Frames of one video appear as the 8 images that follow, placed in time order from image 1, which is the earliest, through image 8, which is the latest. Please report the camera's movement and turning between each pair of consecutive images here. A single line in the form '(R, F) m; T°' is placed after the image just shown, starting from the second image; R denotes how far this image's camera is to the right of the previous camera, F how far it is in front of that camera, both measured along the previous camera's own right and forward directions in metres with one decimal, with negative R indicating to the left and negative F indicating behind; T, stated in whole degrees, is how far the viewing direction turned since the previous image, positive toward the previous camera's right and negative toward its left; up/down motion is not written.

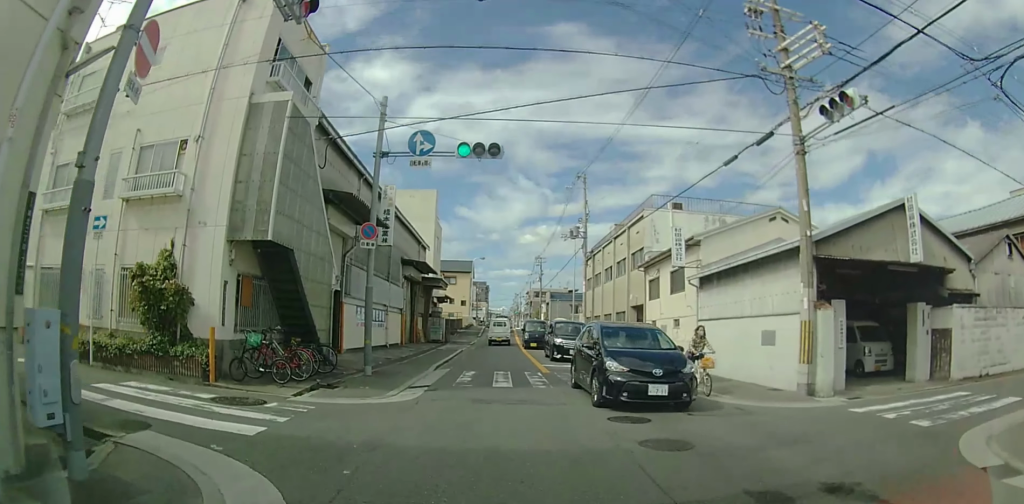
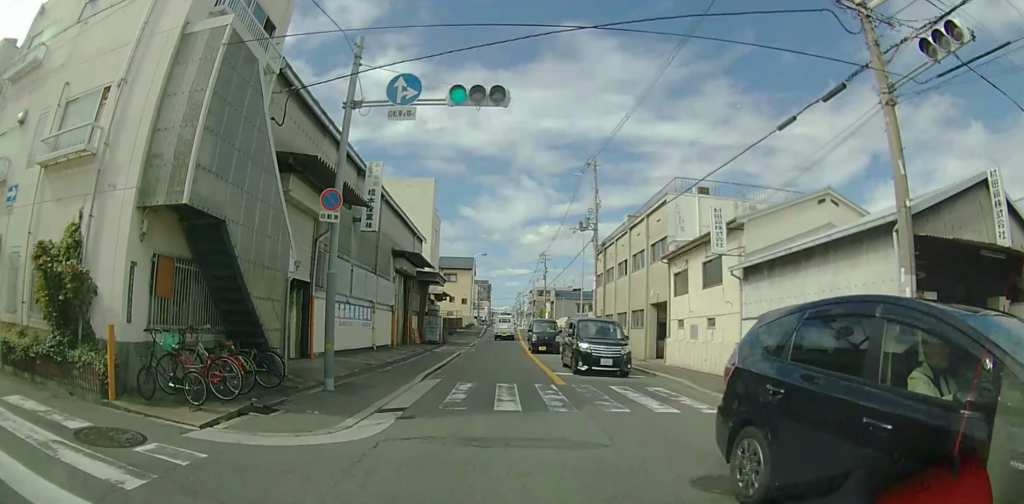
(0.0, +3.3) m; 0°
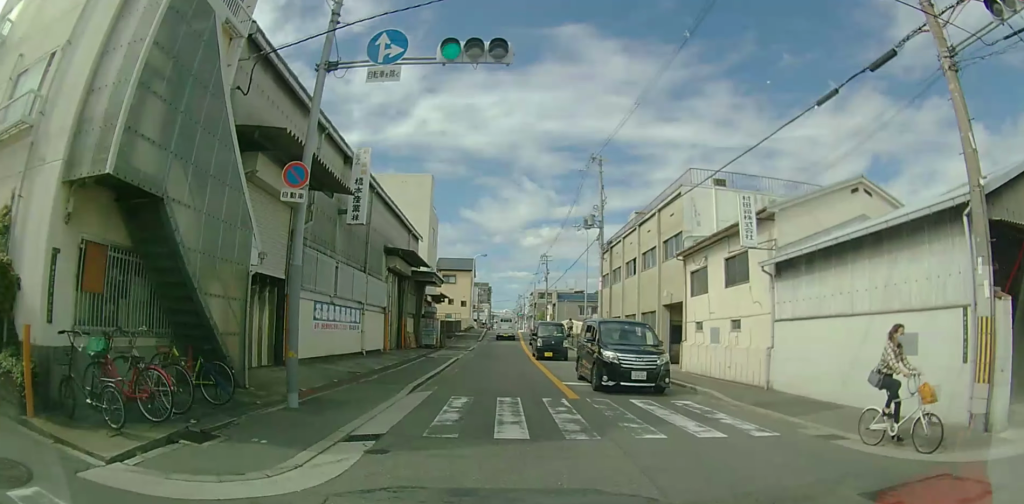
(0.0, +1.9) m; 0°
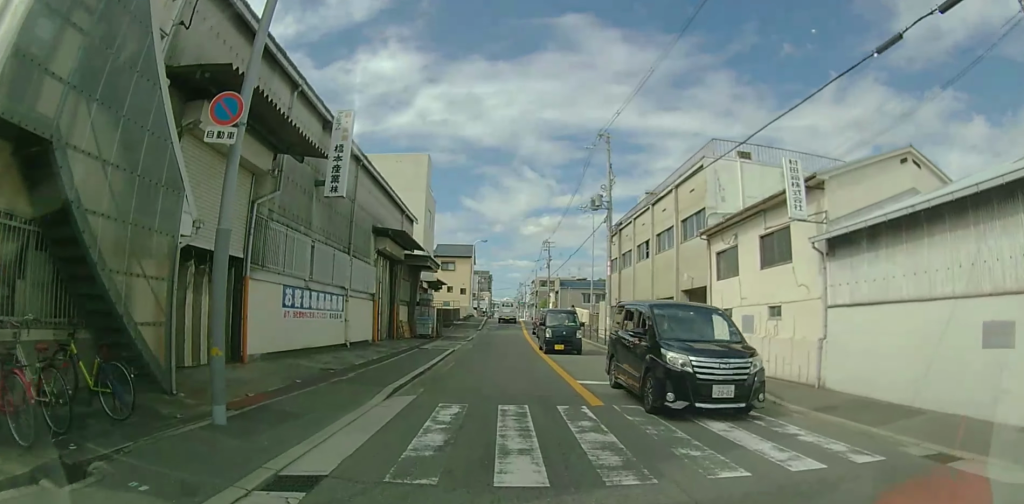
(0.0, +2.4) m; 0°
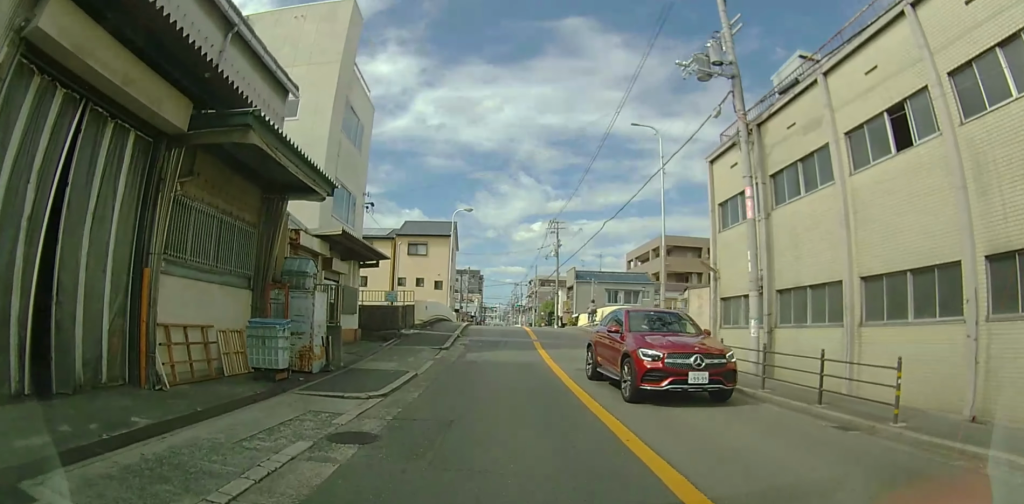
(+0.8, +20.0) m; +3°
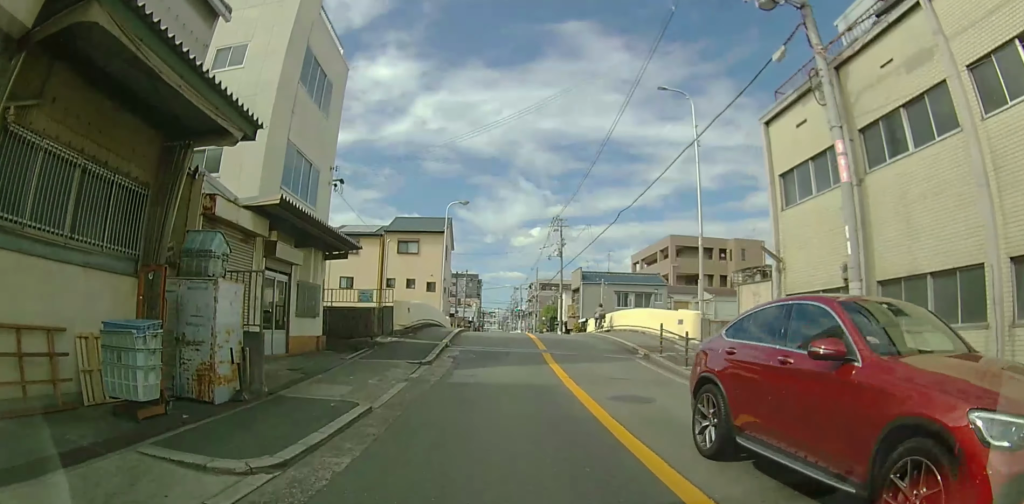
(0.0, +4.3) m; 0°
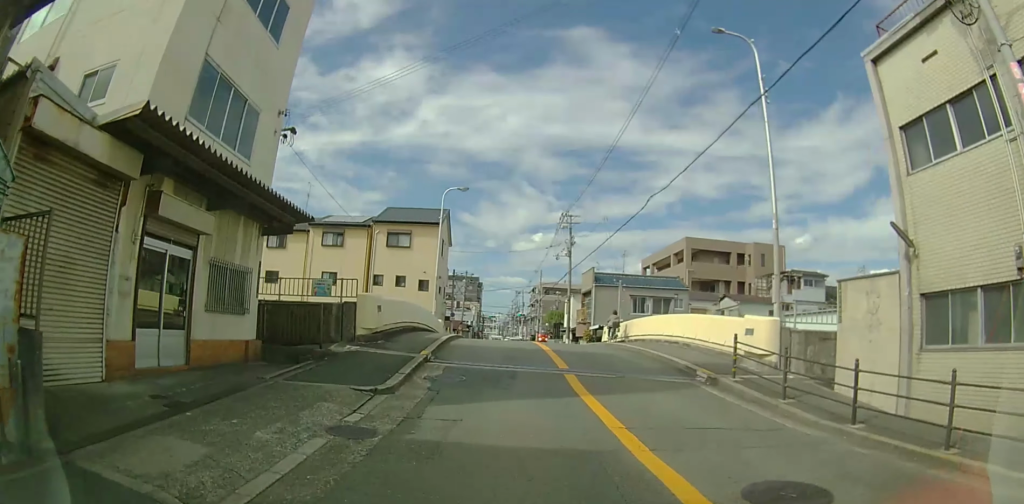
(0.0, +4.7) m; 0°
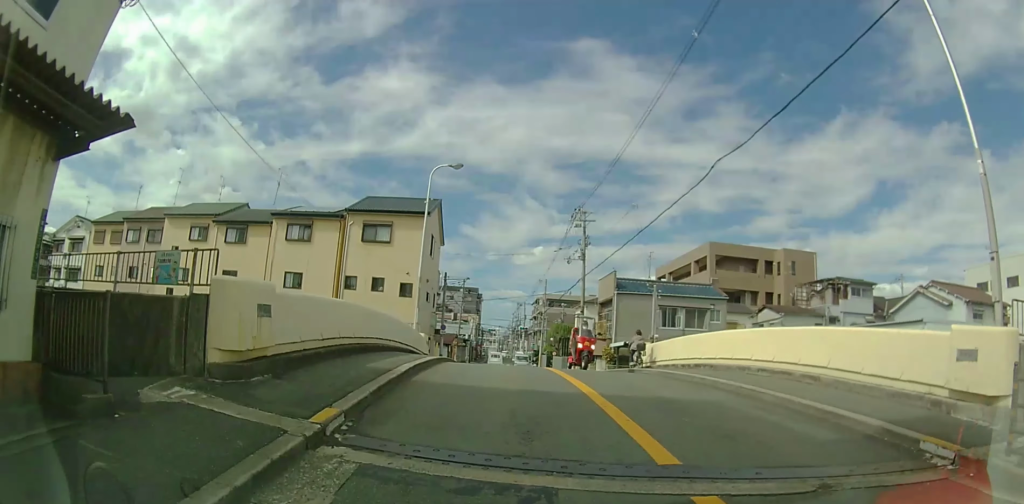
(-0.1, +6.9) m; 0°
